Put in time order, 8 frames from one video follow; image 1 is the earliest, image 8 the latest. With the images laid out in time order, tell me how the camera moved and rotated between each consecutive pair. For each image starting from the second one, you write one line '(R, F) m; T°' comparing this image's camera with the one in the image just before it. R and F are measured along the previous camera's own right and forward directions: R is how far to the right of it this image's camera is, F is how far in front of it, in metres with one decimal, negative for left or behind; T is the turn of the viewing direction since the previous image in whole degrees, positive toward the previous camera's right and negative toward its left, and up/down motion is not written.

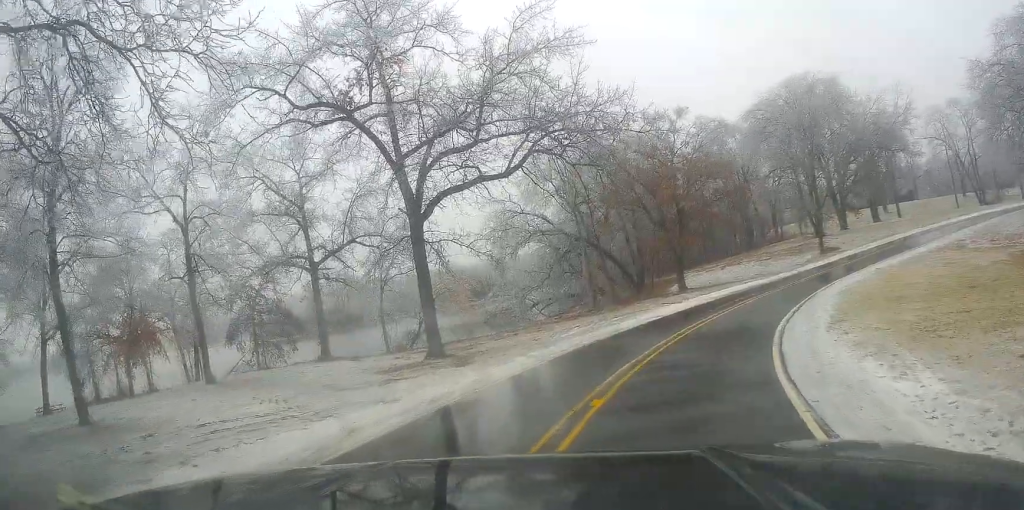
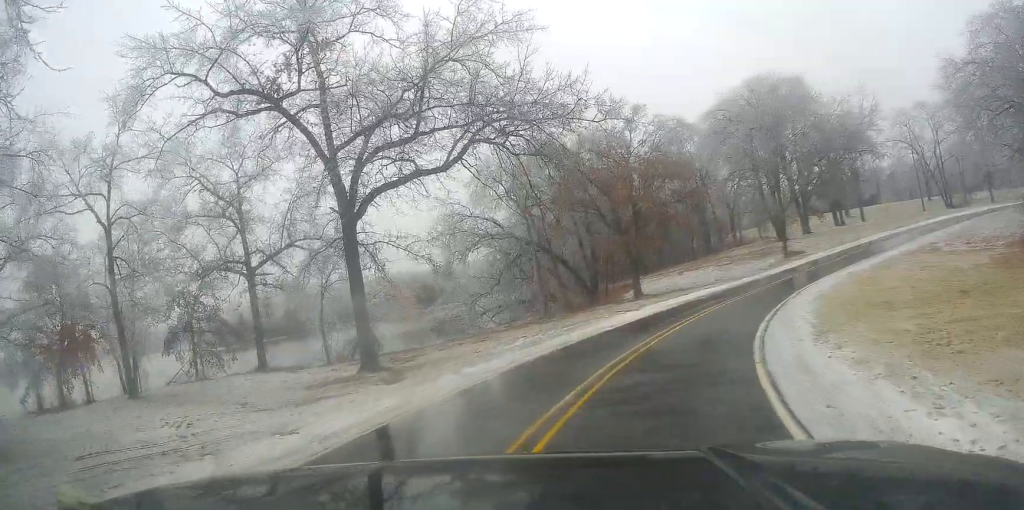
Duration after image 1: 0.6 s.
(+0.4, +2.7) m; +10°
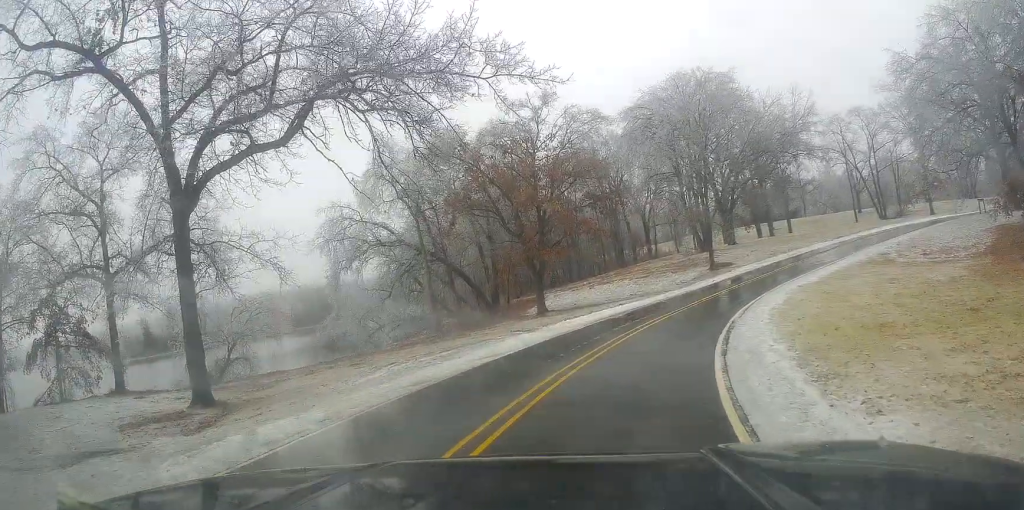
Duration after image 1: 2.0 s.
(+0.3, +6.6) m; -4°
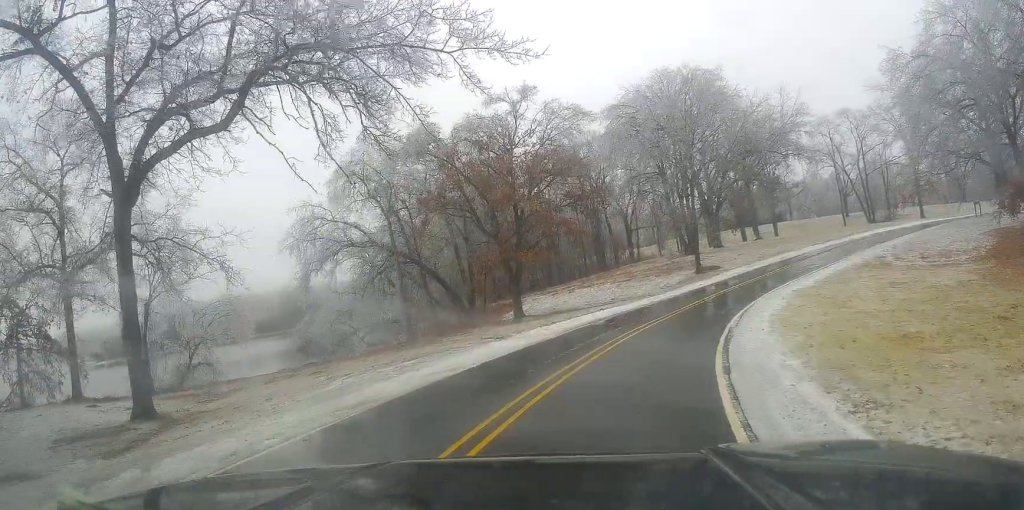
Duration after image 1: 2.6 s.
(-0.5, +2.4) m; 0°
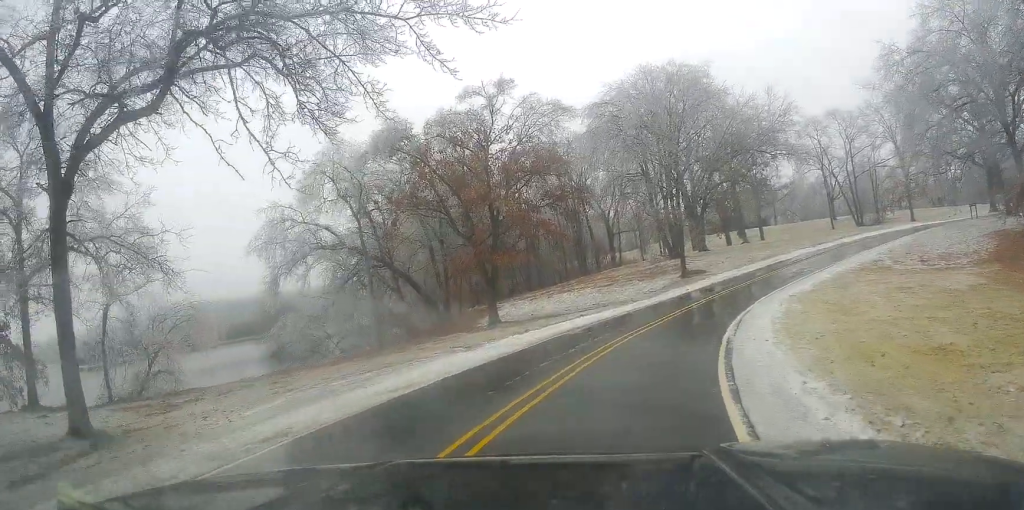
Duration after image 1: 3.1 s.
(0.0, +2.4) m; +2°
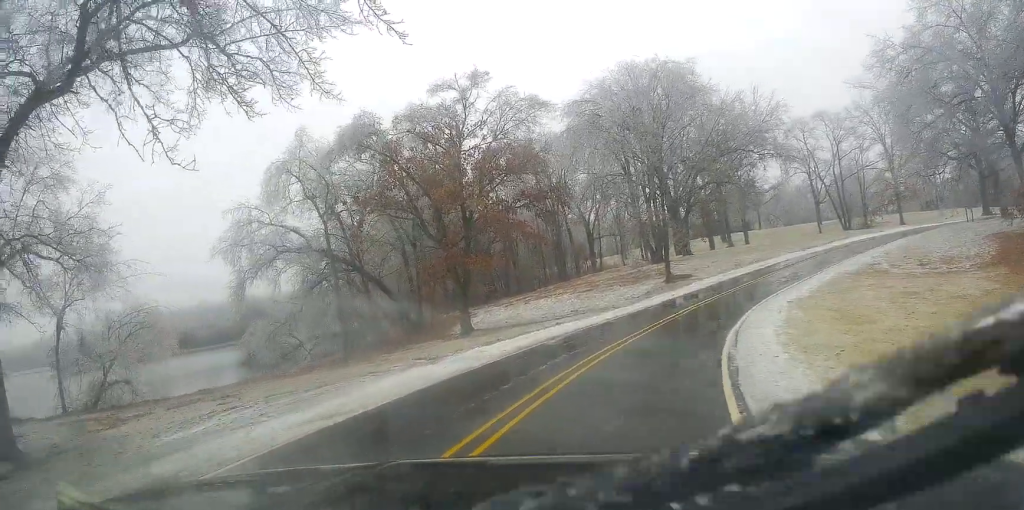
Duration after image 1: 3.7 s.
(+0.3, +2.5) m; +5°
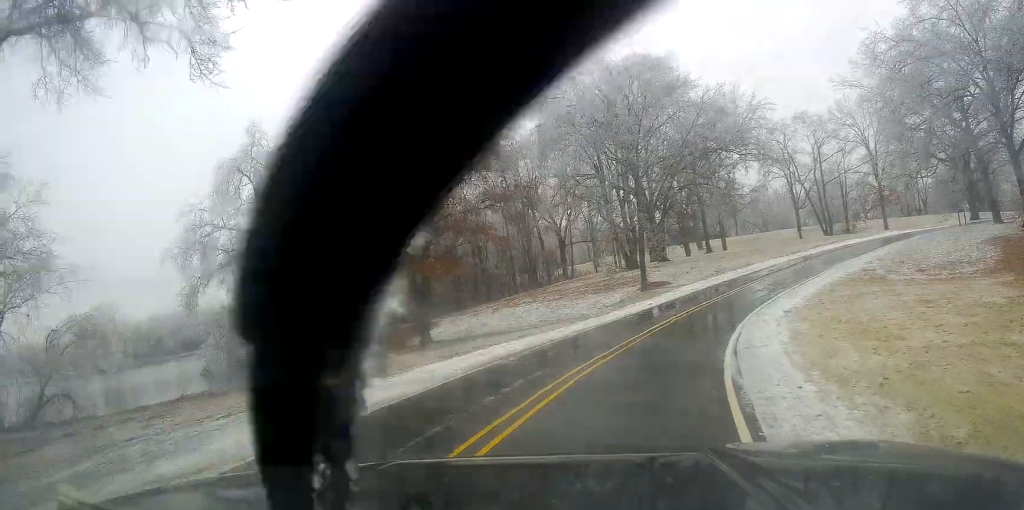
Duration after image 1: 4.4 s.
(0.0, +3.2) m; +7°
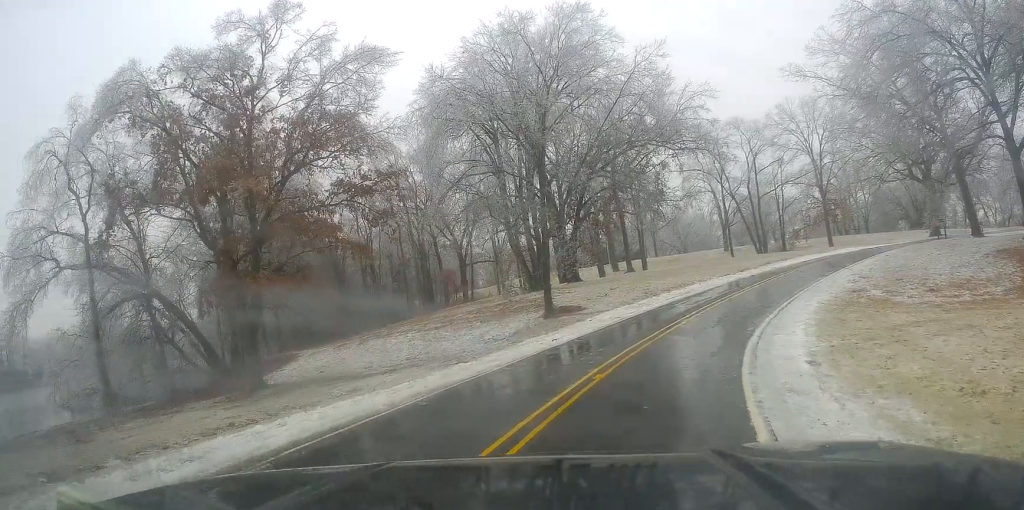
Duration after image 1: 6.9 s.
(+0.9, +10.3) m; -3°
